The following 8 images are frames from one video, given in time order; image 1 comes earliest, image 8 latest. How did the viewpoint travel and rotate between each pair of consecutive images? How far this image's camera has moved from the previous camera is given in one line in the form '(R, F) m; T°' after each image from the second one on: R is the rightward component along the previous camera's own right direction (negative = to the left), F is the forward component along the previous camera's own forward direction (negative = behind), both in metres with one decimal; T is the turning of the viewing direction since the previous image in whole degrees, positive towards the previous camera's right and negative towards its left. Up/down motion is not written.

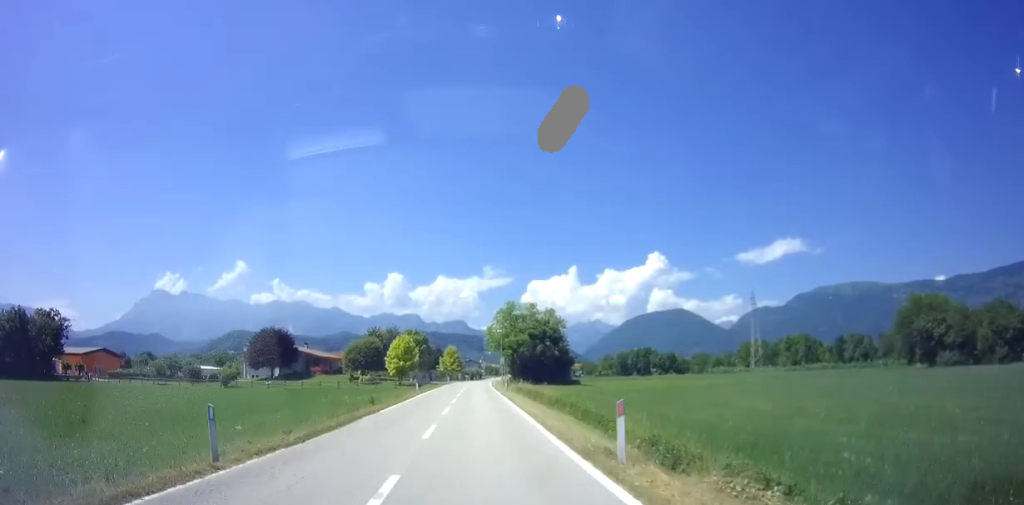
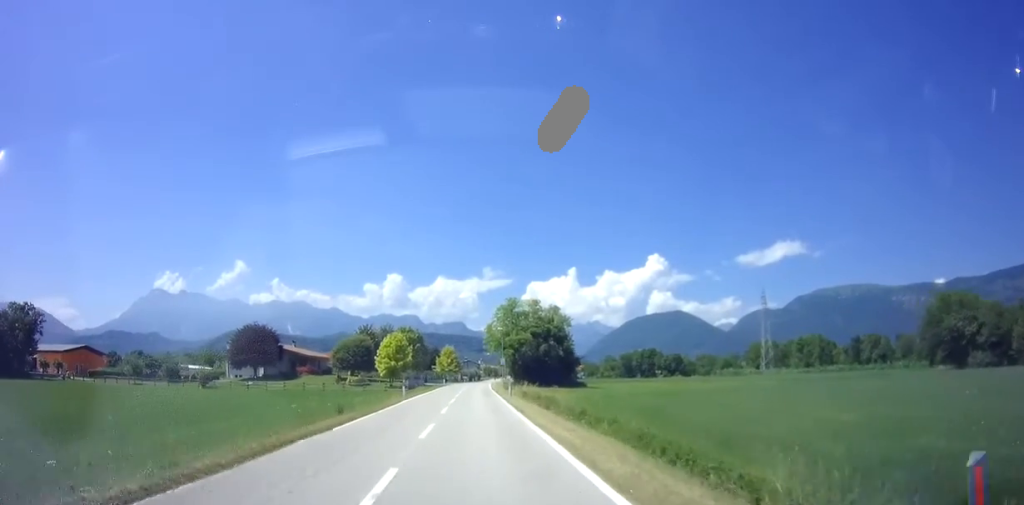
(0.0, +6.5) m; 0°
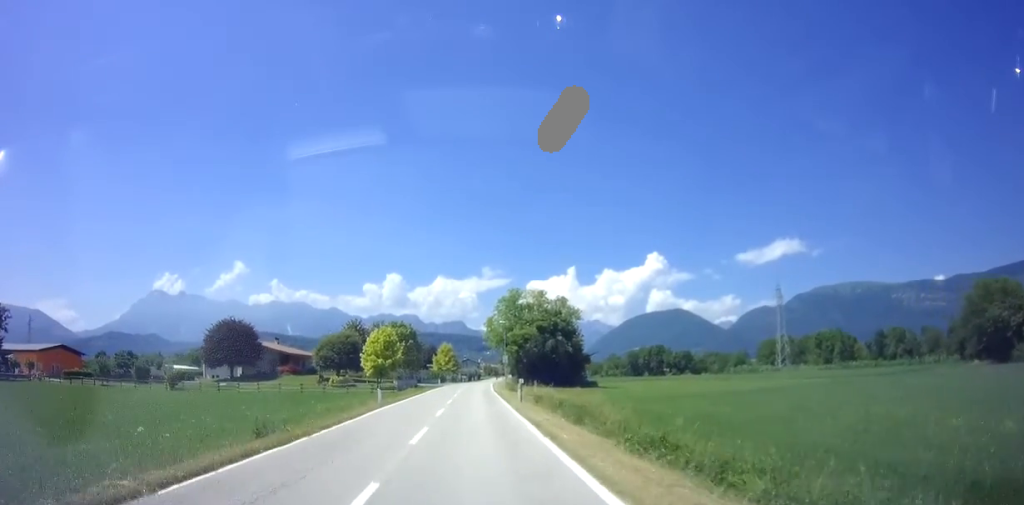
(0.0, +8.4) m; 0°
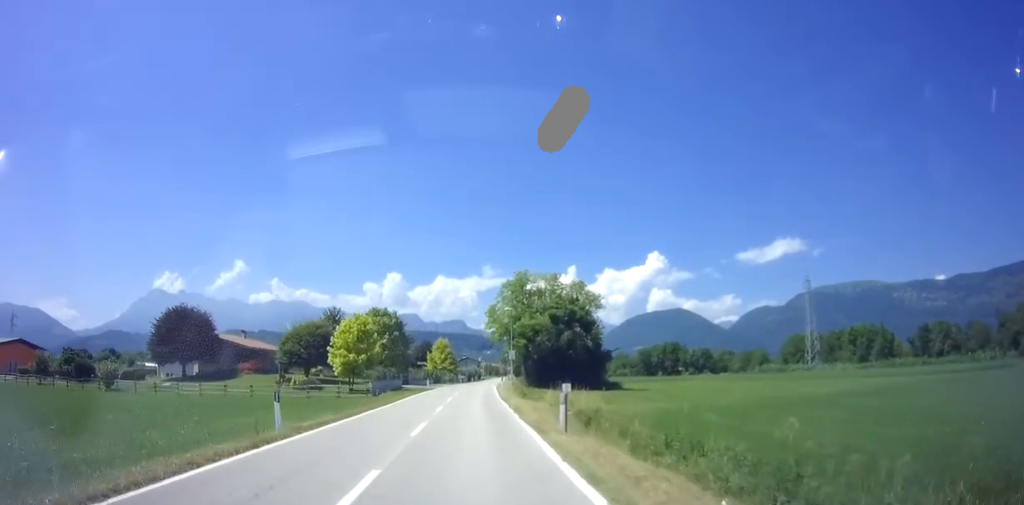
(0.0, +13.4) m; 0°
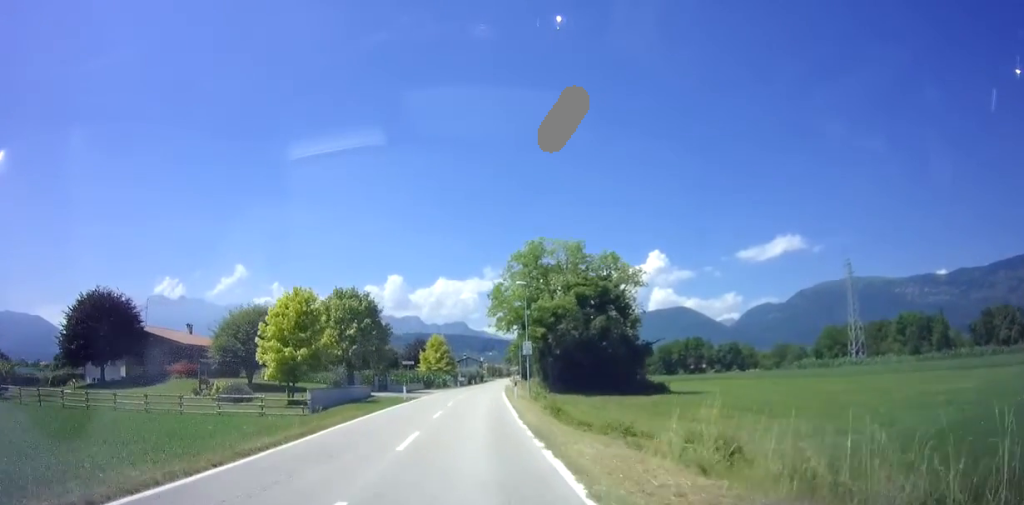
(-0.1, +15.9) m; 0°
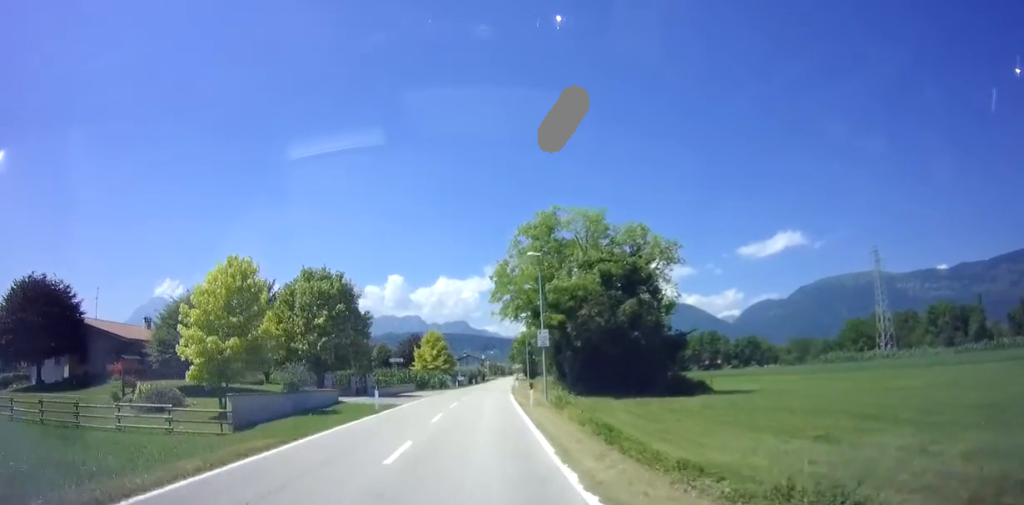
(0.0, +9.4) m; 0°
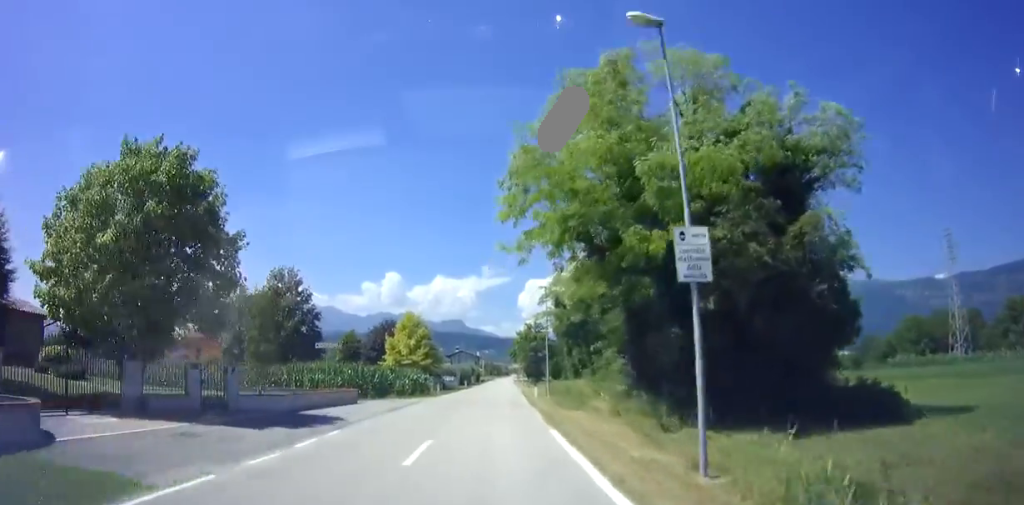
(+0.2, +21.0) m; 0°
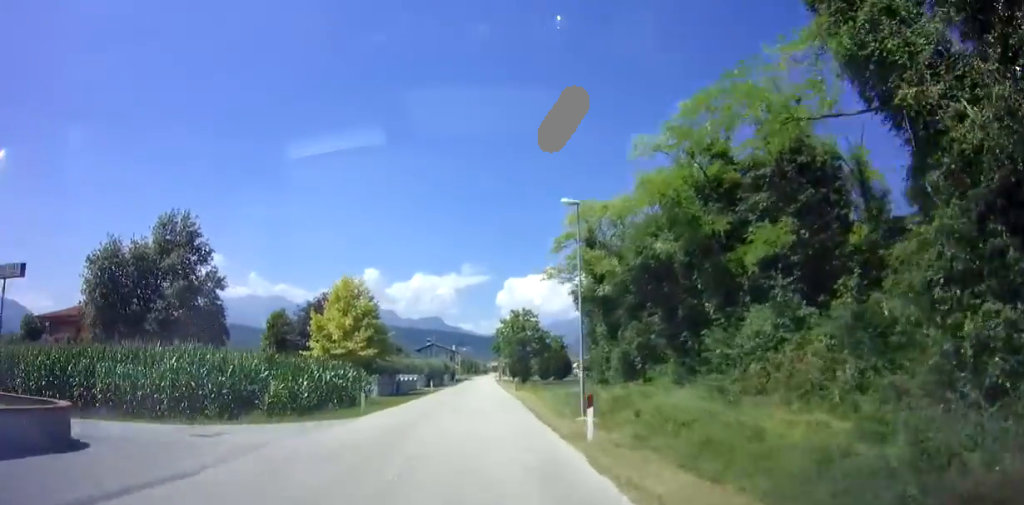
(+0.4, +20.4) m; +2°
